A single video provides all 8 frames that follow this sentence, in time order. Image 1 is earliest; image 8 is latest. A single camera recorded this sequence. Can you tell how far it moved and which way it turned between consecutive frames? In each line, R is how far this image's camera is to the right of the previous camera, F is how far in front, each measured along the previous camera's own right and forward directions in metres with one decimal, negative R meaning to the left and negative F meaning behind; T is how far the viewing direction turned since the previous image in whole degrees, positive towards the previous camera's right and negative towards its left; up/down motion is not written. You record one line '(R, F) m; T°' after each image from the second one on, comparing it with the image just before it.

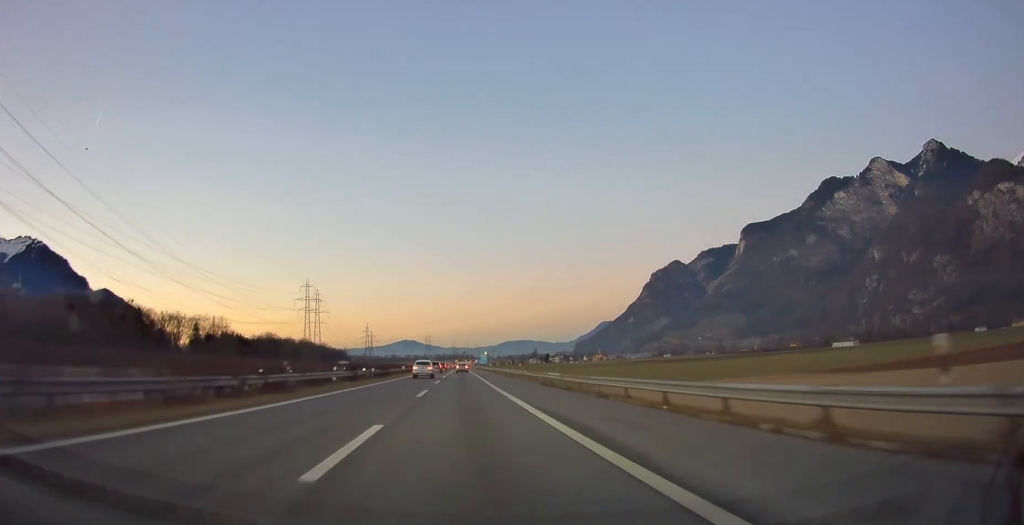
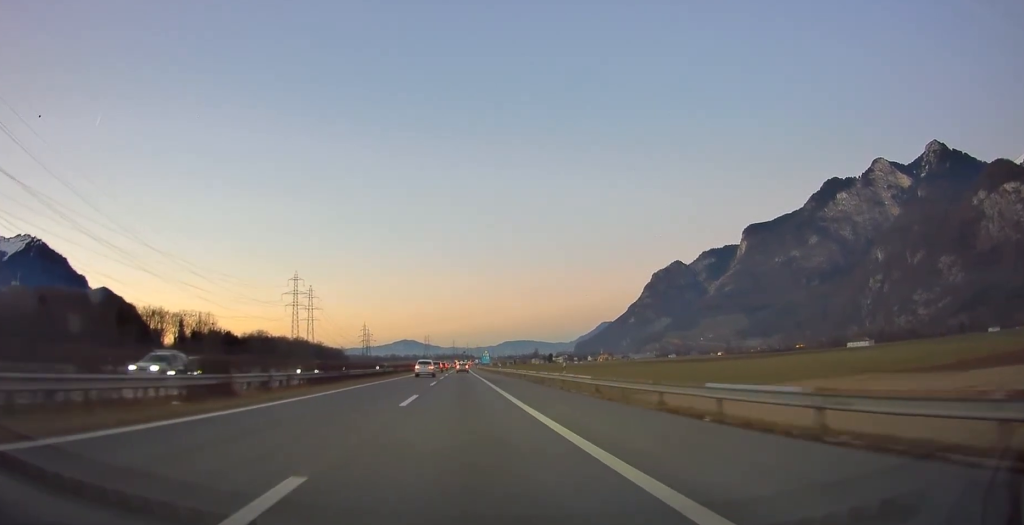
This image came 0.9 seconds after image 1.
(+0.1, +24.3) m; 0°
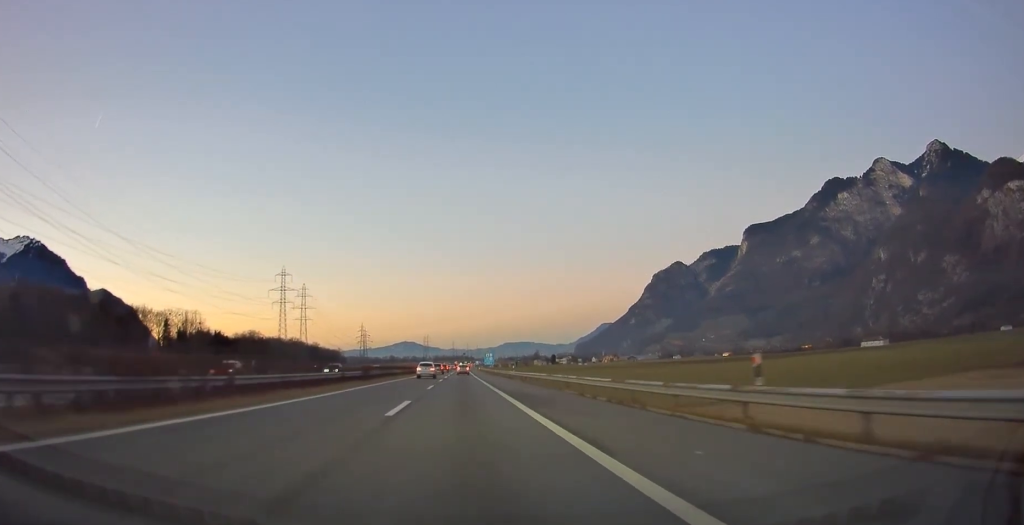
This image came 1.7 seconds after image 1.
(0.0, +20.8) m; 0°
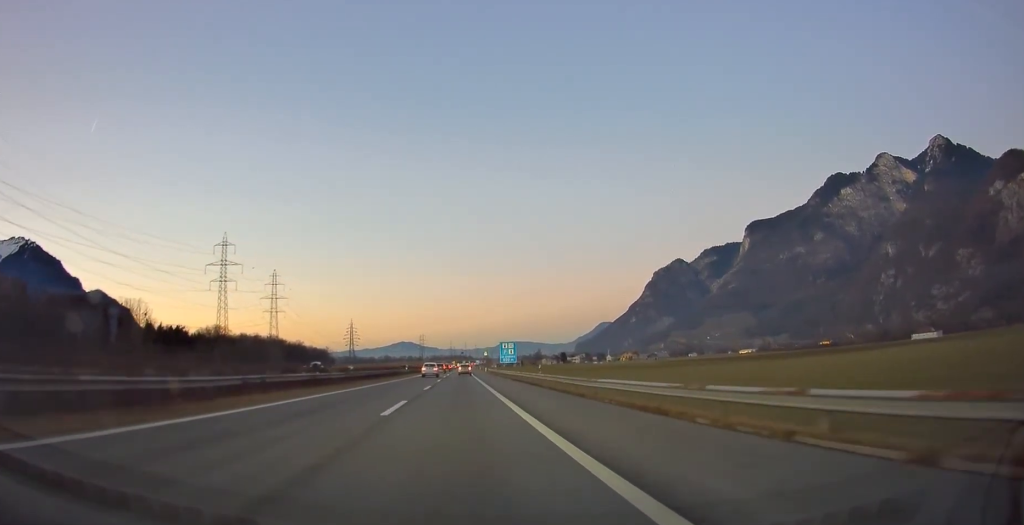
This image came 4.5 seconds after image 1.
(-0.1, +72.2) m; 0°
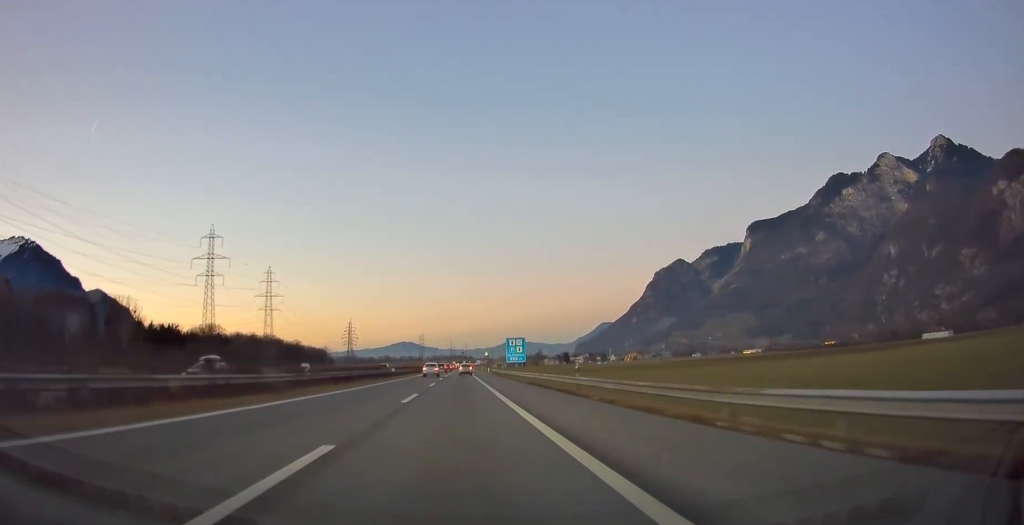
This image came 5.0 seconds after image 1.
(0.0, +12.0) m; 0°
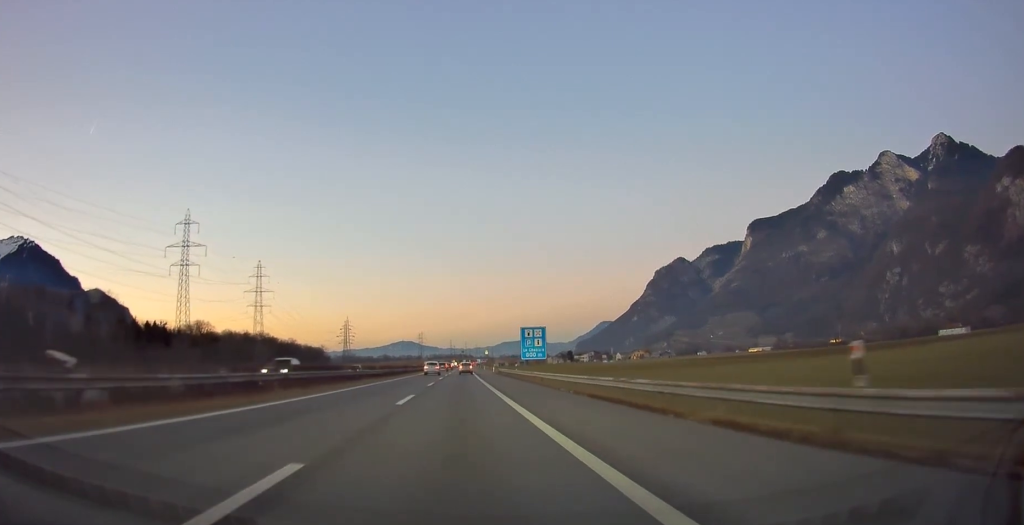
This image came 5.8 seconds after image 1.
(0.0, +19.8) m; 0°
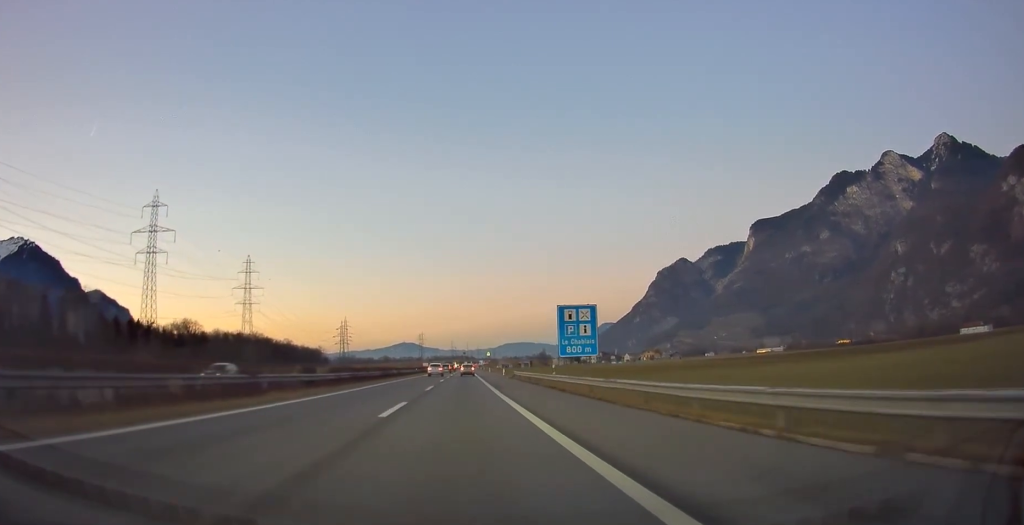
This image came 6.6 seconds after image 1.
(0.0, +22.5) m; 0°
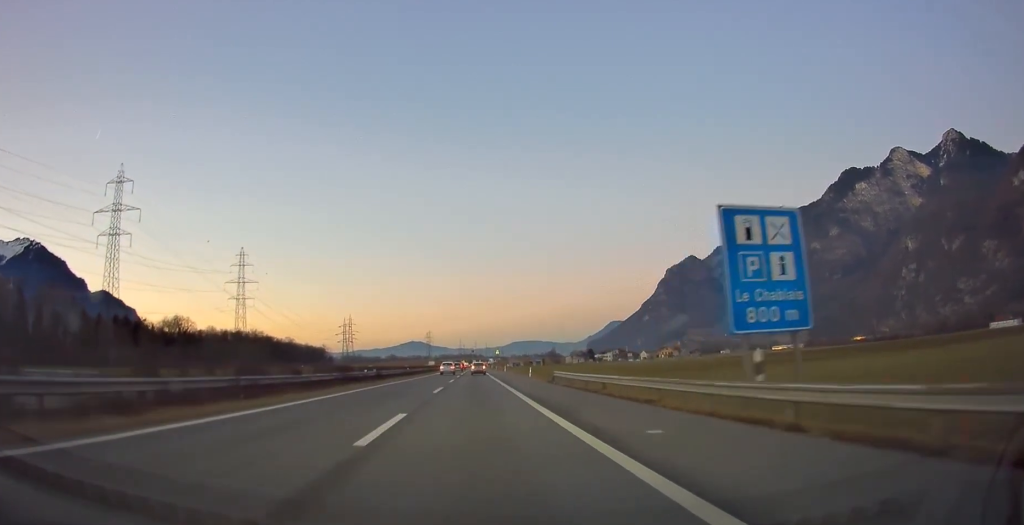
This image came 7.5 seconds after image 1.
(-0.1, +23.6) m; 0°
